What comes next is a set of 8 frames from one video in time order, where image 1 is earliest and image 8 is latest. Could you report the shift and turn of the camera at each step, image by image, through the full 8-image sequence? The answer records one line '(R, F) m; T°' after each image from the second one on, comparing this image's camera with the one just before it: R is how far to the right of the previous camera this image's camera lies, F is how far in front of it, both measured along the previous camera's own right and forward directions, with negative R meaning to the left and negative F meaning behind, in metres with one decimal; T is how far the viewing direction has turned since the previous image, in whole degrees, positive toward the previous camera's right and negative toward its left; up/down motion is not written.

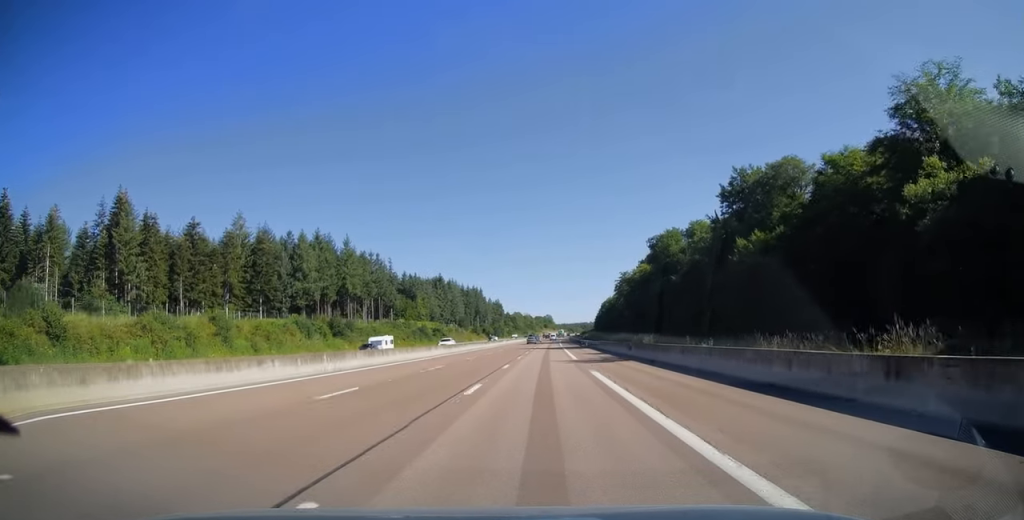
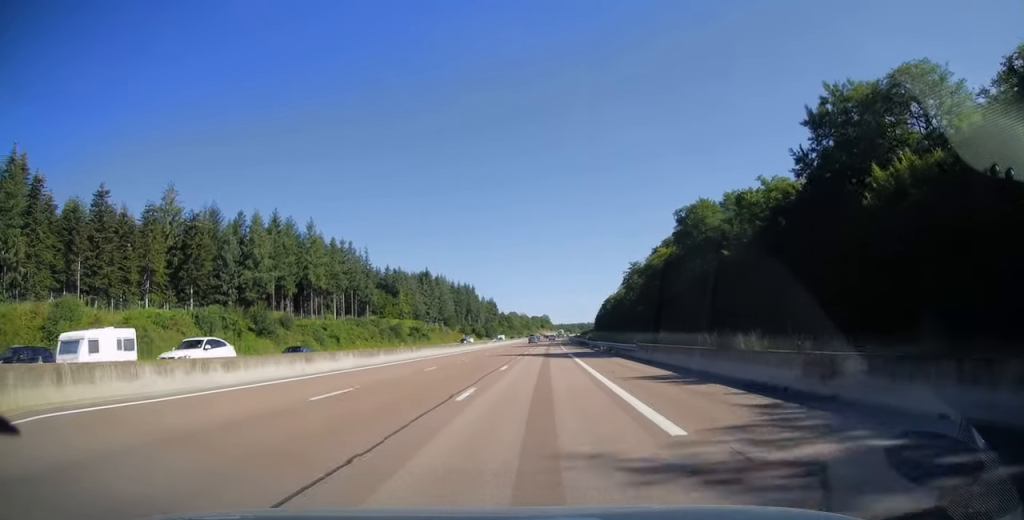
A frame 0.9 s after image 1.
(+0.1, +27.6) m; 0°
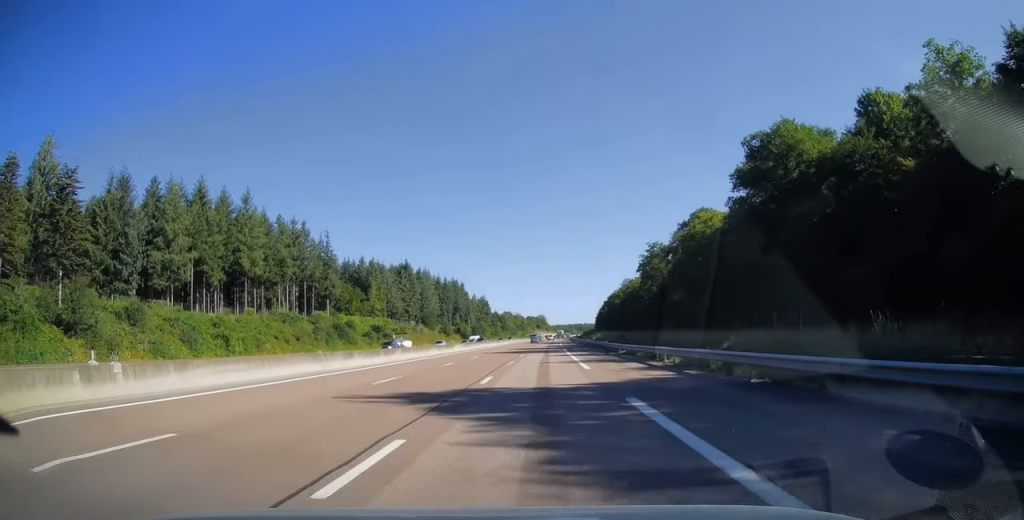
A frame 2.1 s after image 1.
(+0.1, +34.6) m; 0°
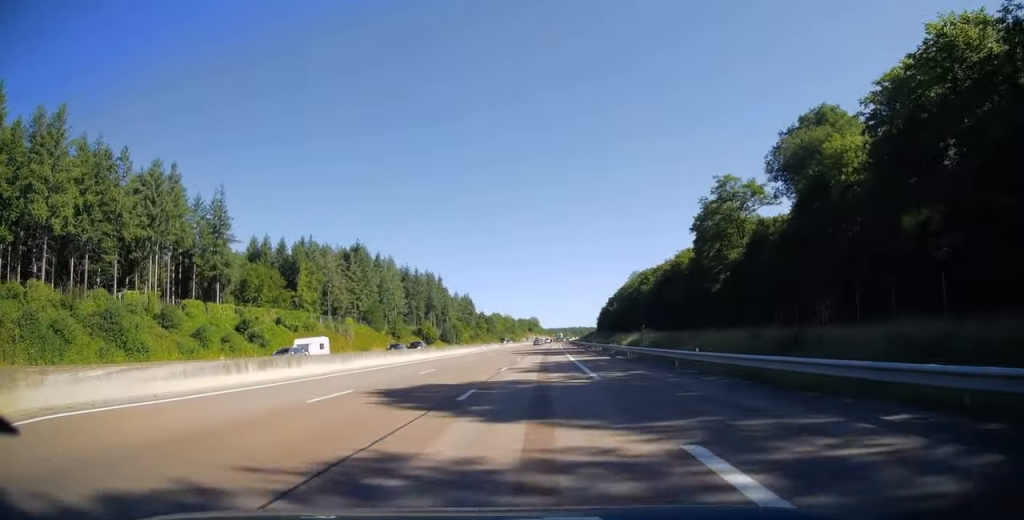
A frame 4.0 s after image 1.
(+0.4, +57.3) m; +1°
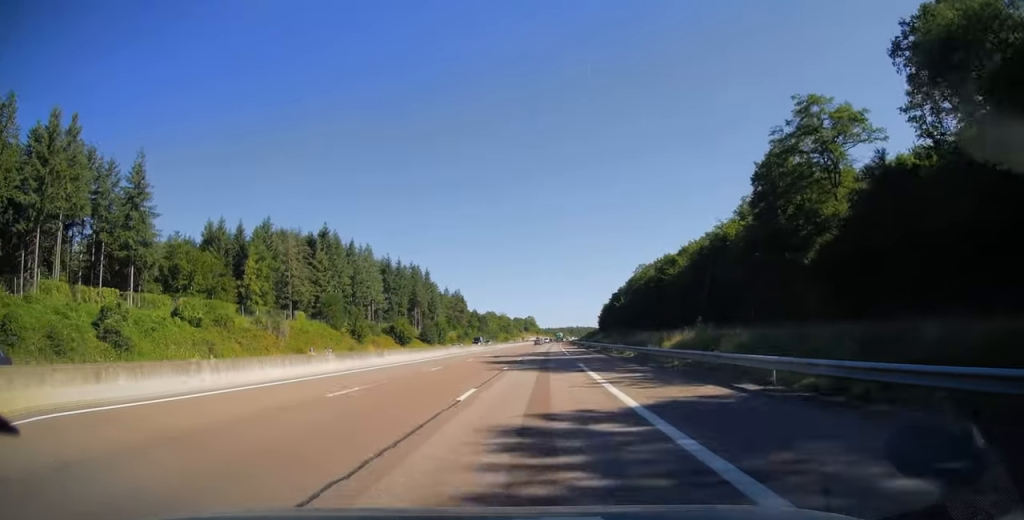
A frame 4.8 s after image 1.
(+0.1, +26.7) m; 0°
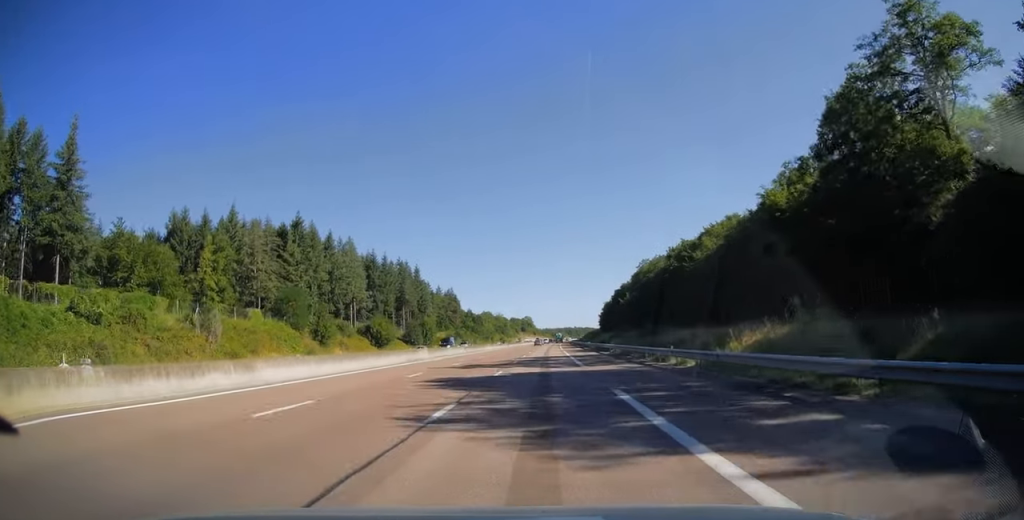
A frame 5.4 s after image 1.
(0.0, +17.1) m; 0°
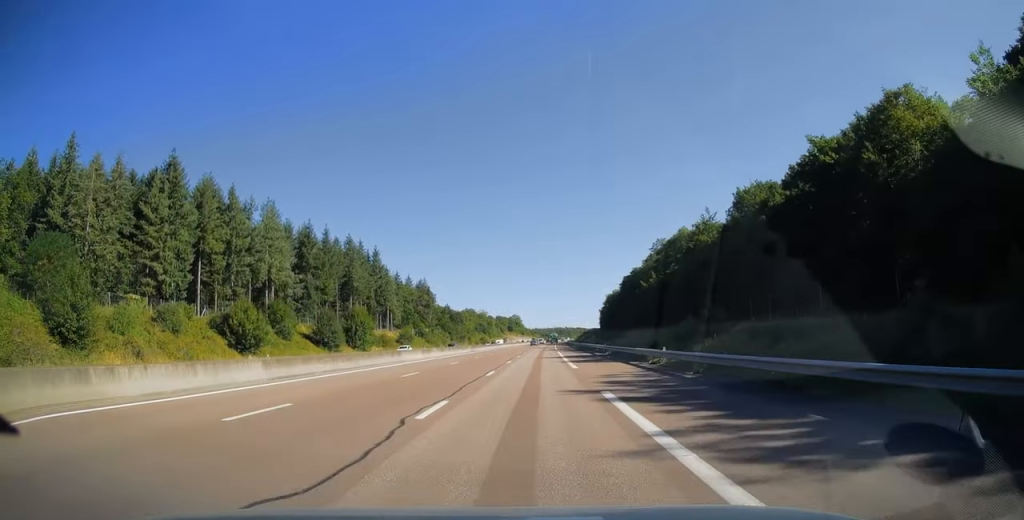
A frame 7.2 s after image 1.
(+0.3, +52.2) m; +1°
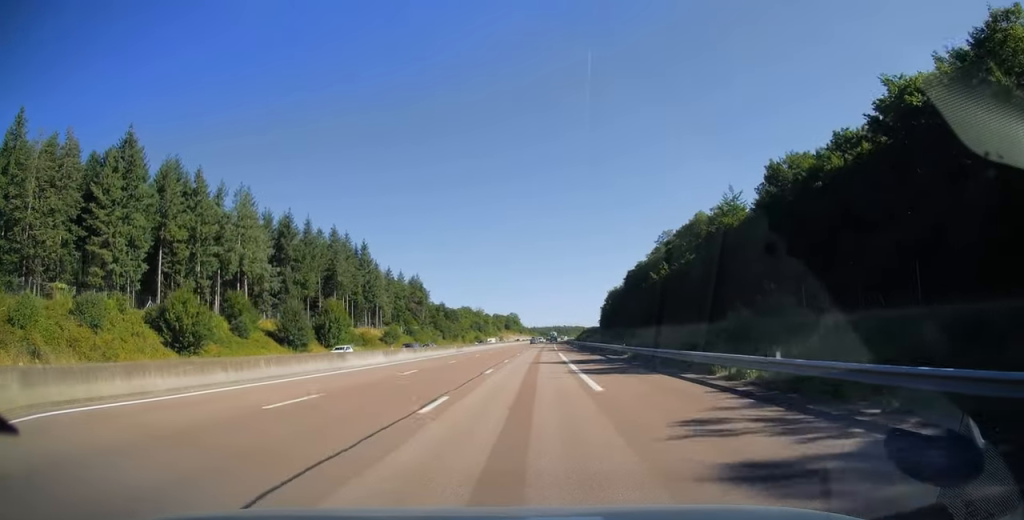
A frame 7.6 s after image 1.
(0.0, +12.5) m; 0°
